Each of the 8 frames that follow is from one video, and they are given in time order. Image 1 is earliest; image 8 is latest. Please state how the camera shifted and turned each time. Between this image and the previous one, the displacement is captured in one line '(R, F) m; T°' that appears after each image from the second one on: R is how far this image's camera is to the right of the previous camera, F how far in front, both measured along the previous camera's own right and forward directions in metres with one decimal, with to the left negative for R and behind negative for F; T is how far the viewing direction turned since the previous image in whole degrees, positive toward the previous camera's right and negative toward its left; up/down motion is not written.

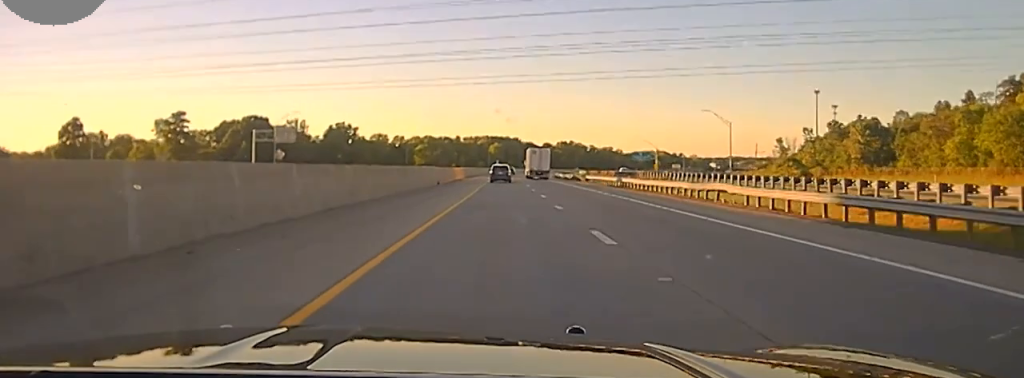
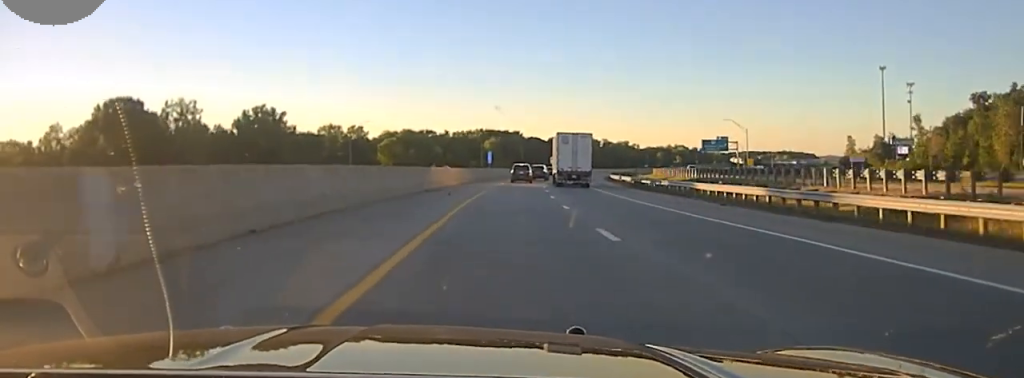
(0.0, +120.5) m; 0°
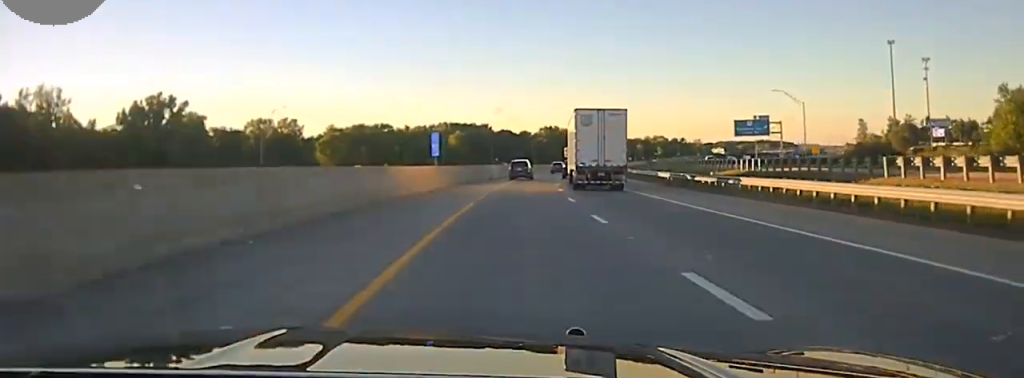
(0.0, +56.5) m; +1°
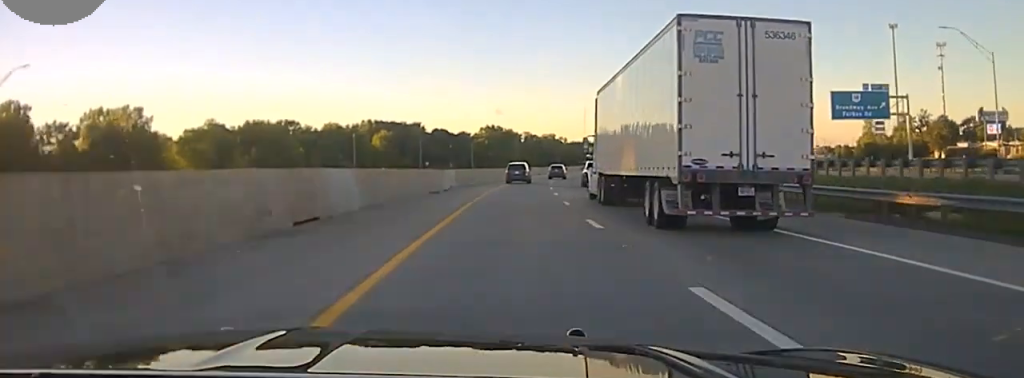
(+3.2, +74.3) m; +4°
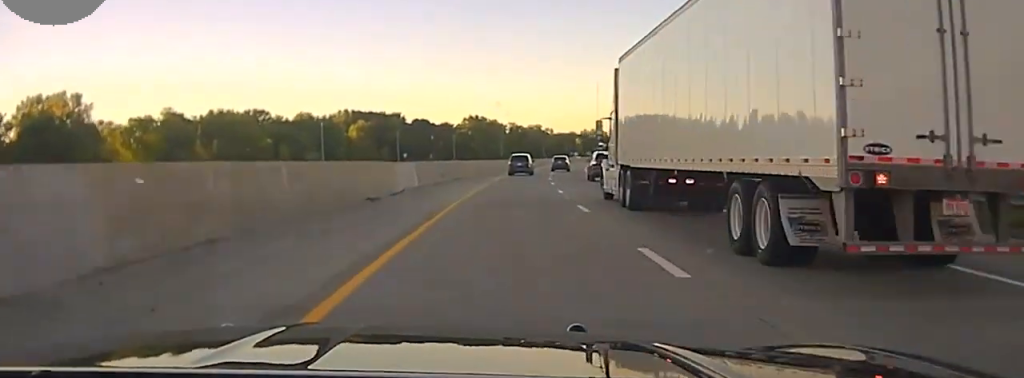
(0.0, +19.7) m; +1°
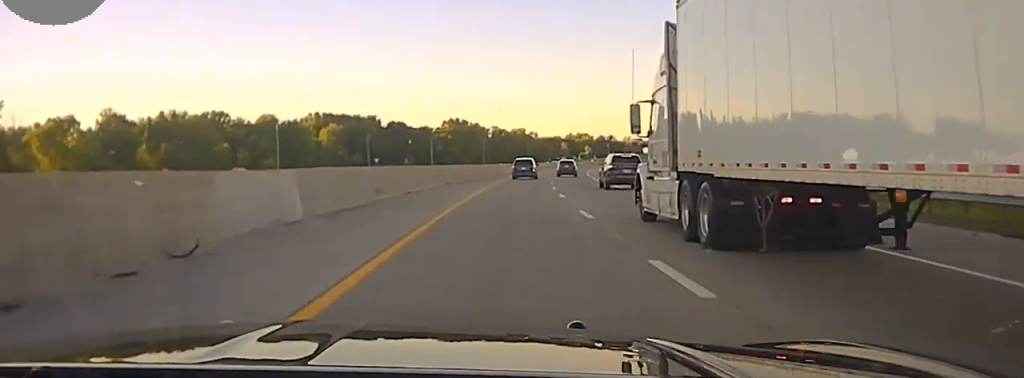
(+0.6, +27.6) m; +1°
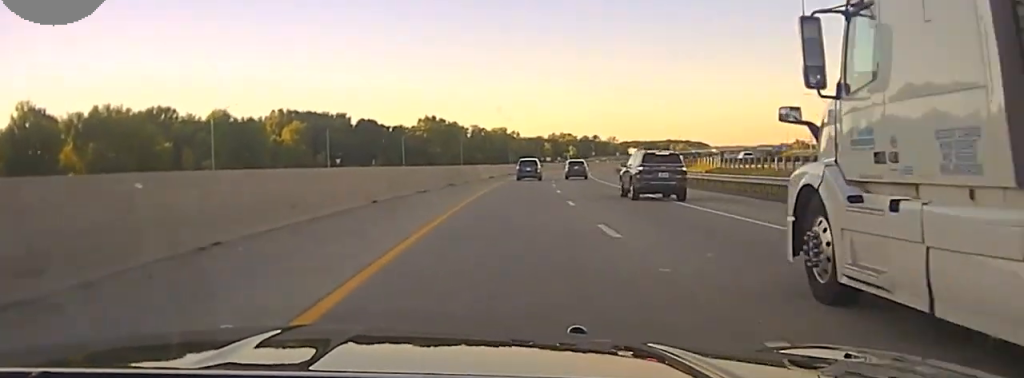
(+0.4, +29.2) m; +1°
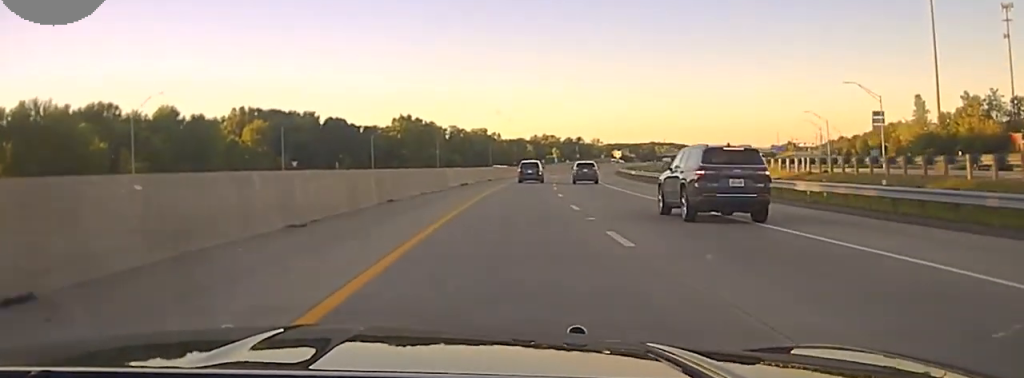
(+0.1, +24.1) m; +1°
